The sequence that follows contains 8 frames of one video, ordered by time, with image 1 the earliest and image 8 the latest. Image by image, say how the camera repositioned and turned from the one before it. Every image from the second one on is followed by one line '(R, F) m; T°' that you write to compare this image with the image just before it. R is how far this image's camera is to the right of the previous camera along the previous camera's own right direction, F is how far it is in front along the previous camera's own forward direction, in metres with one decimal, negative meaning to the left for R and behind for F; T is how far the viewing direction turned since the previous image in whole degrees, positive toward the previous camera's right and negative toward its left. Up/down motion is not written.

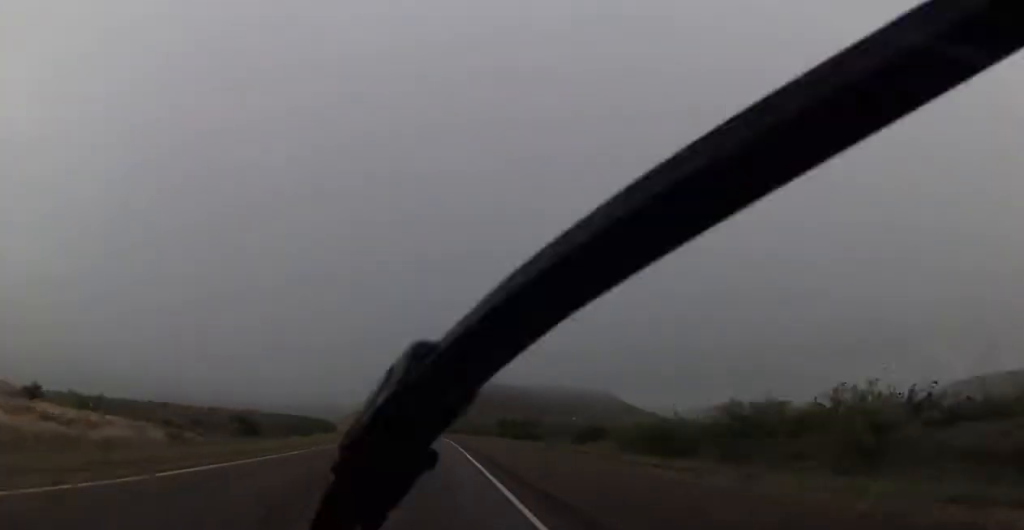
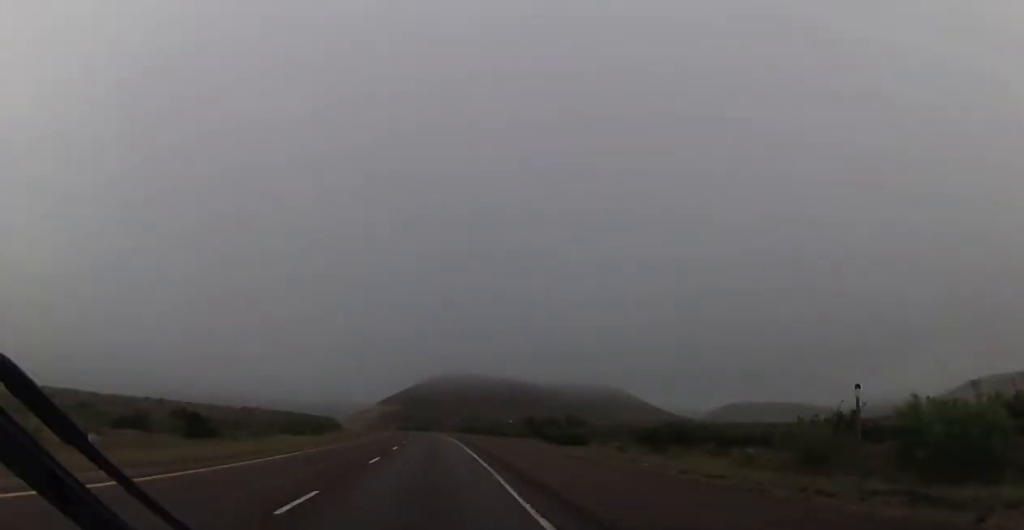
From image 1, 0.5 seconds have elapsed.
(0.0, +18.1) m; 0°
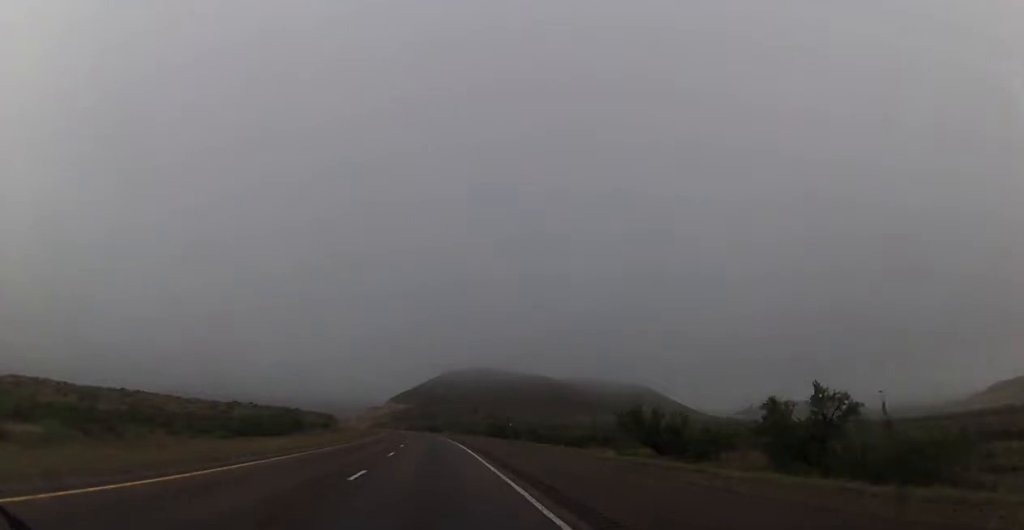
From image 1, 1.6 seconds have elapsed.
(-0.4, +42.6) m; -1°
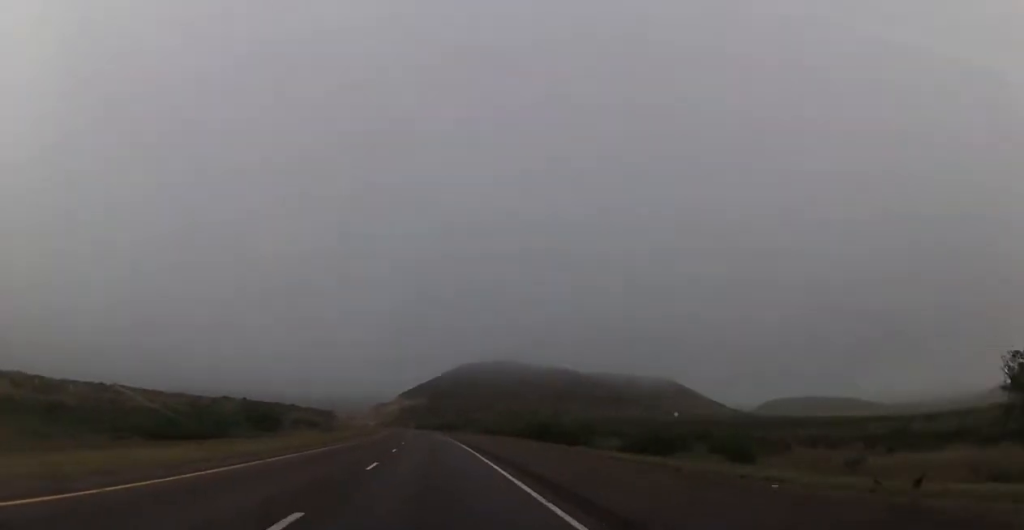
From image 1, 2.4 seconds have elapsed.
(-0.2, +33.6) m; -1°
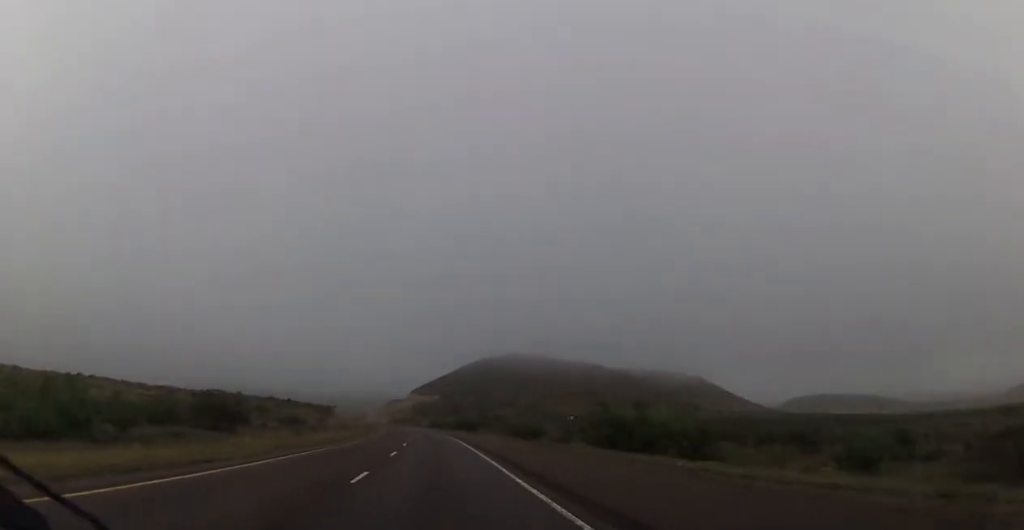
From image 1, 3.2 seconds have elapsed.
(-0.4, +28.5) m; -1°
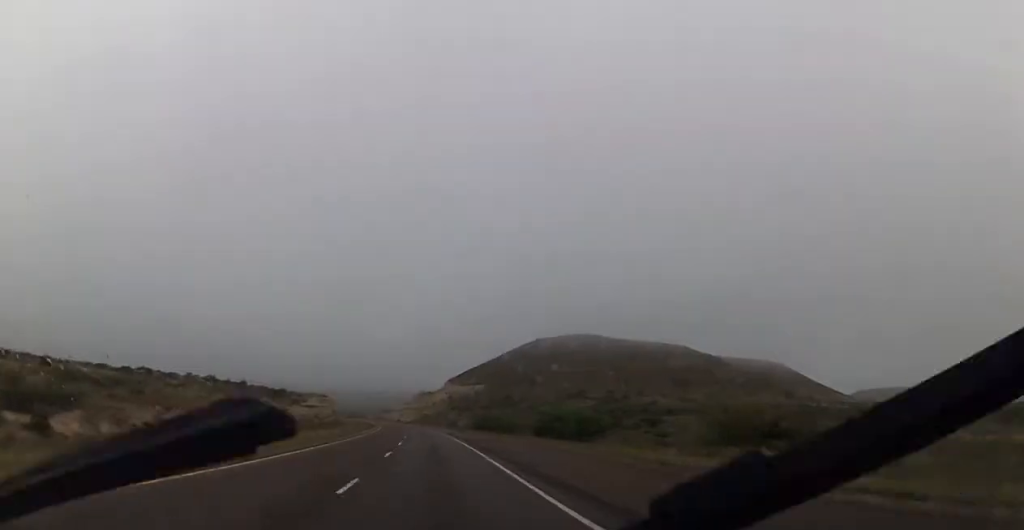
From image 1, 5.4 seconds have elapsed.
(-2.2, +87.8) m; -3°
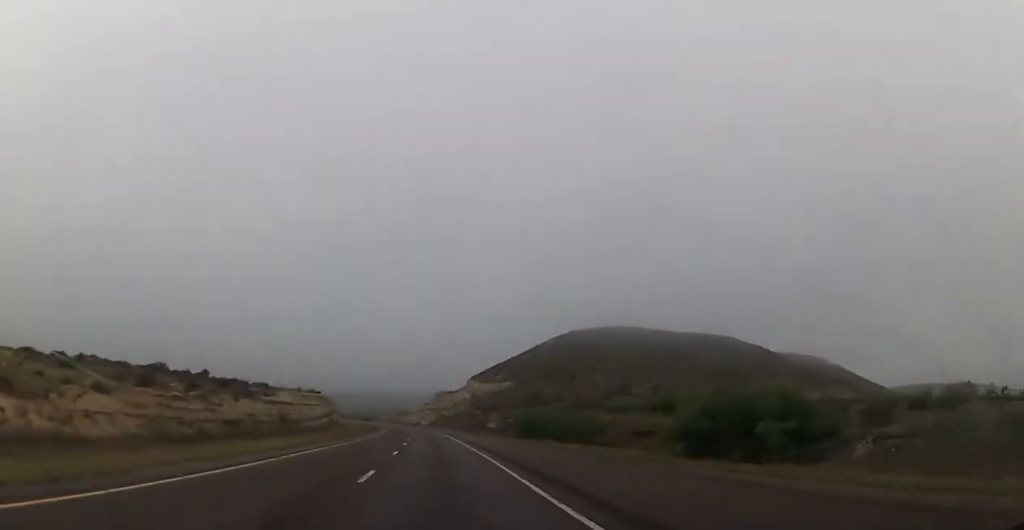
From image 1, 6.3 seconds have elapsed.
(-0.5, +33.7) m; -2°
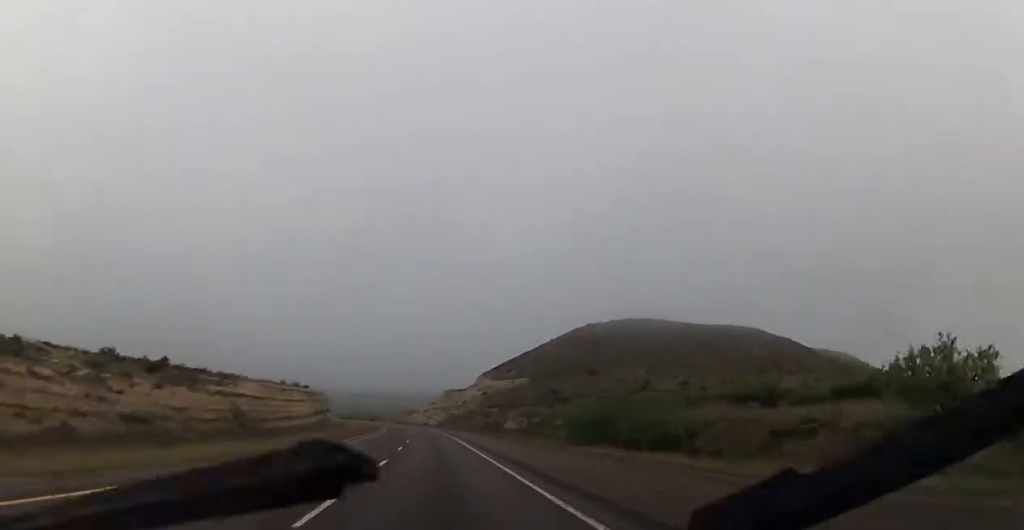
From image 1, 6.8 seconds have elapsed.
(+0.1, +19.4) m; -1°
